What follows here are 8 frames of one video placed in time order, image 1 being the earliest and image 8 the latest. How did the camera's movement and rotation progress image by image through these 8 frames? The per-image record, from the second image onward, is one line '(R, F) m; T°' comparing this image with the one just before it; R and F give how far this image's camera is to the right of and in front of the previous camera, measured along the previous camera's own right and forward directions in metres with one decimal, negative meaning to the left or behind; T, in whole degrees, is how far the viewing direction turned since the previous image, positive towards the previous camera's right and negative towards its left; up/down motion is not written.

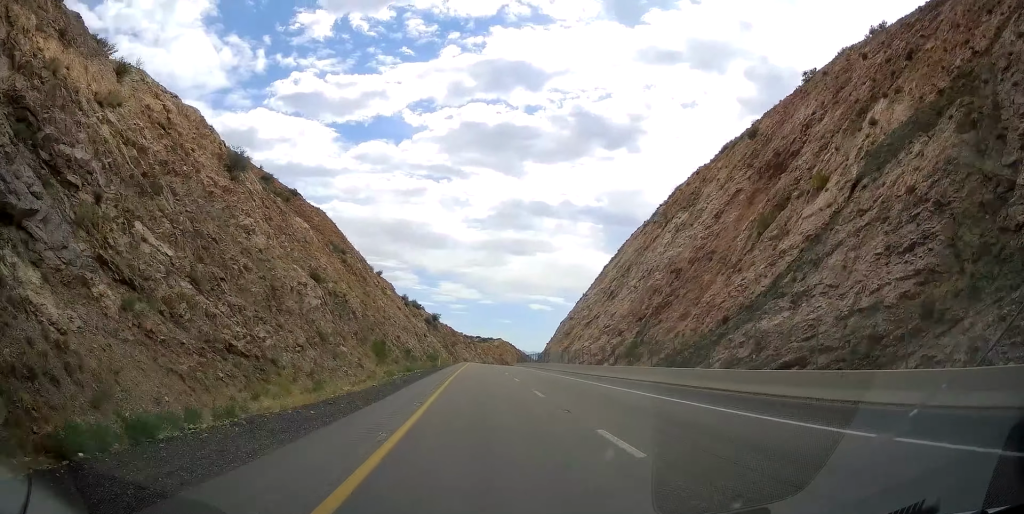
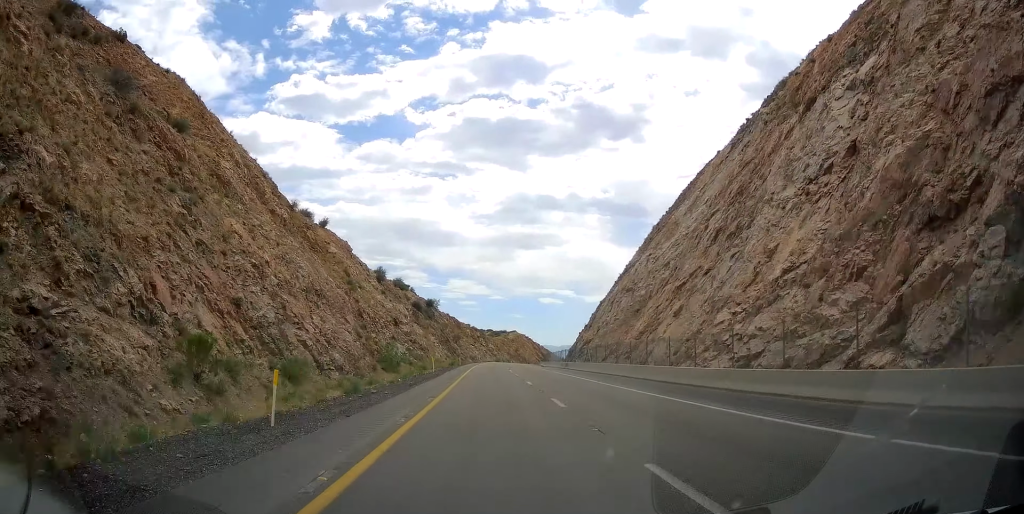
(-2.0, +52.4) m; -3°
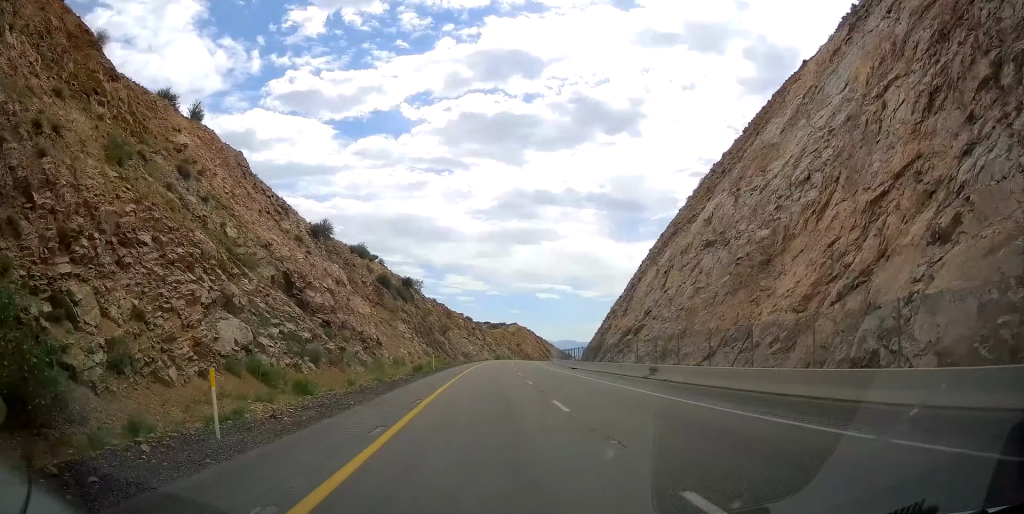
(-0.2, +38.6) m; 0°
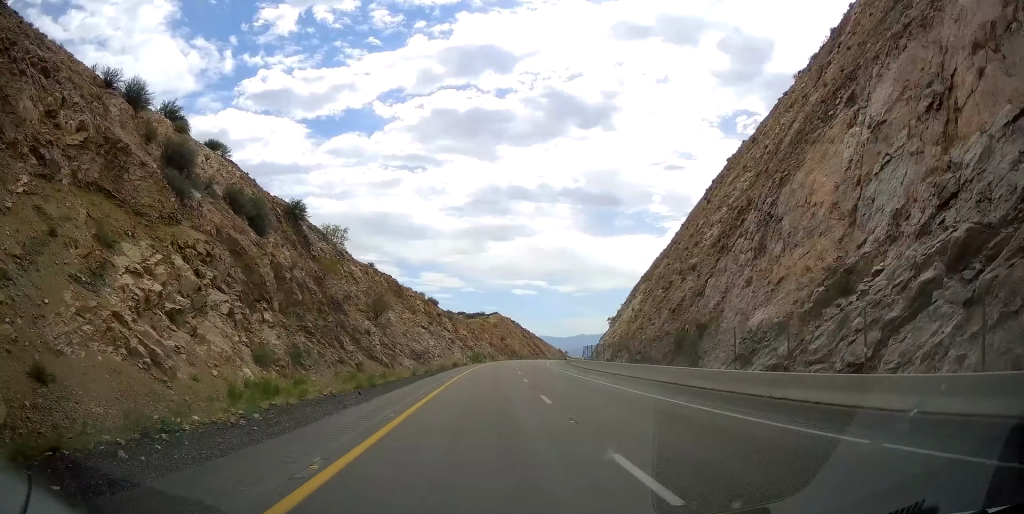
(+0.7, +58.1) m; +2°
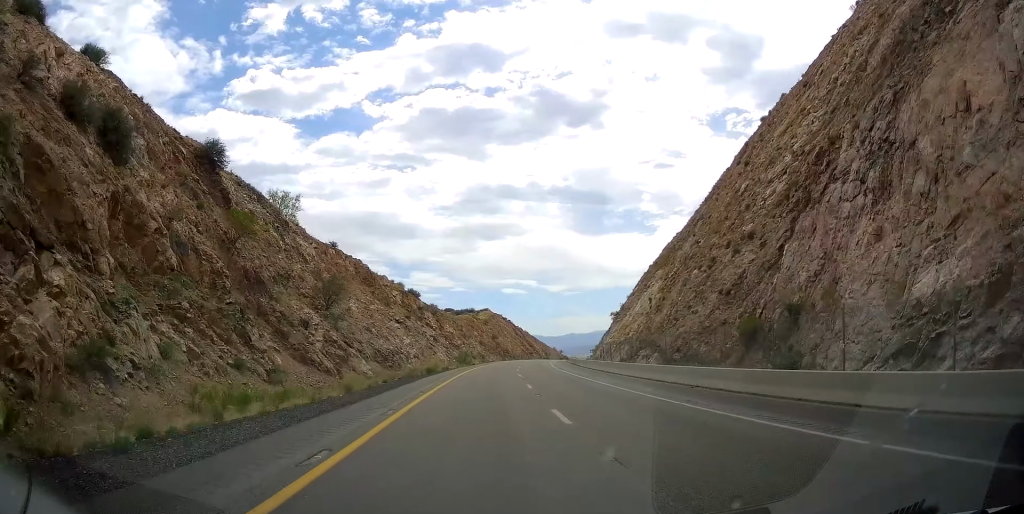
(+0.5, +17.4) m; +1°
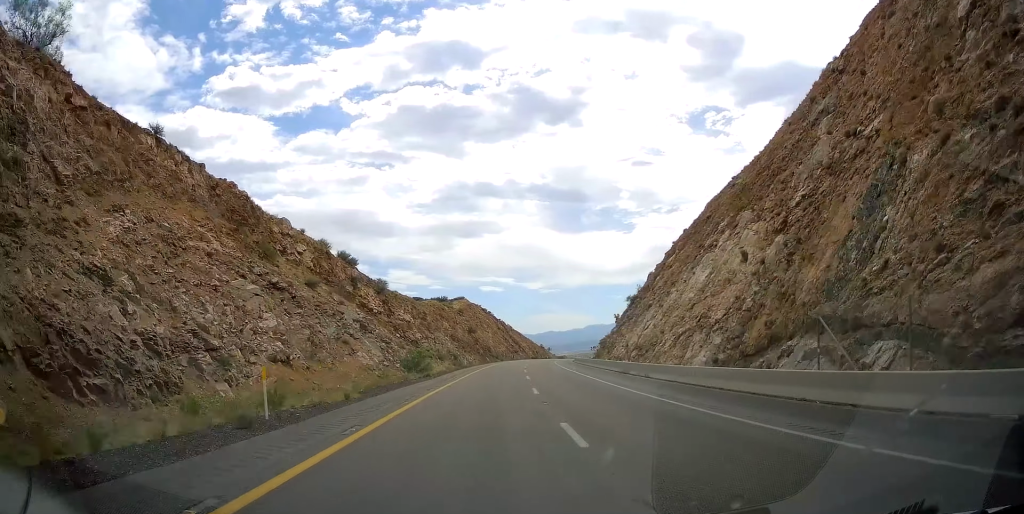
(-0.2, +39.7) m; +1°
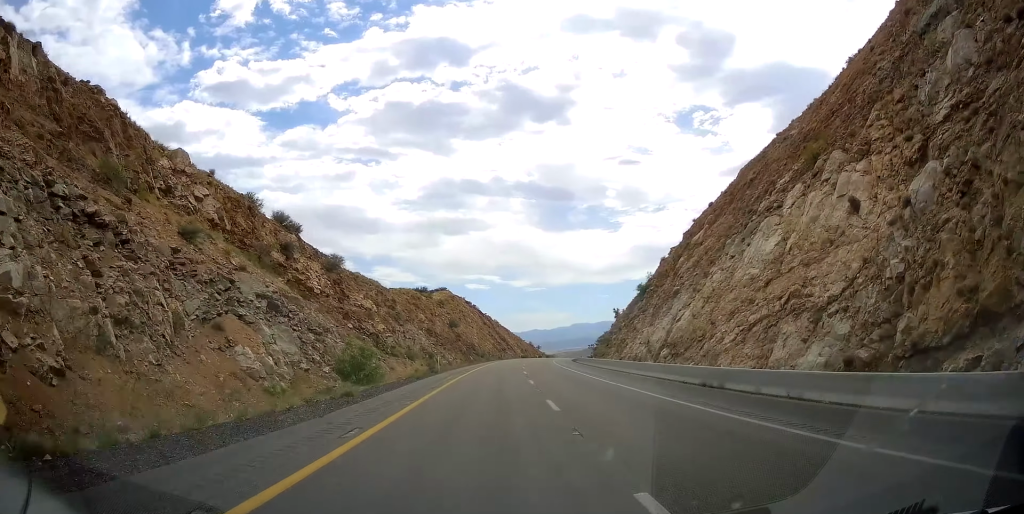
(+0.4, +18.7) m; +1°
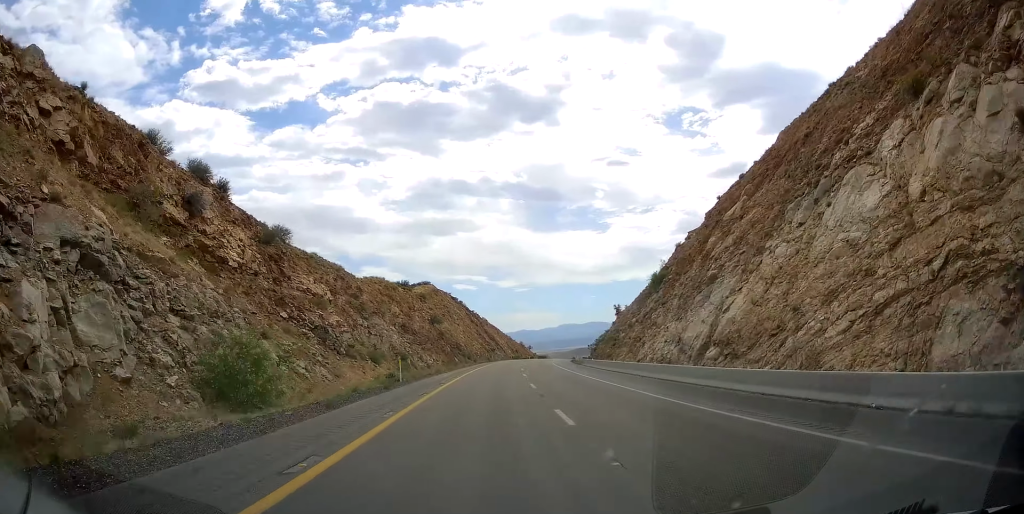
(-0.1, +15.2) m; +1°
